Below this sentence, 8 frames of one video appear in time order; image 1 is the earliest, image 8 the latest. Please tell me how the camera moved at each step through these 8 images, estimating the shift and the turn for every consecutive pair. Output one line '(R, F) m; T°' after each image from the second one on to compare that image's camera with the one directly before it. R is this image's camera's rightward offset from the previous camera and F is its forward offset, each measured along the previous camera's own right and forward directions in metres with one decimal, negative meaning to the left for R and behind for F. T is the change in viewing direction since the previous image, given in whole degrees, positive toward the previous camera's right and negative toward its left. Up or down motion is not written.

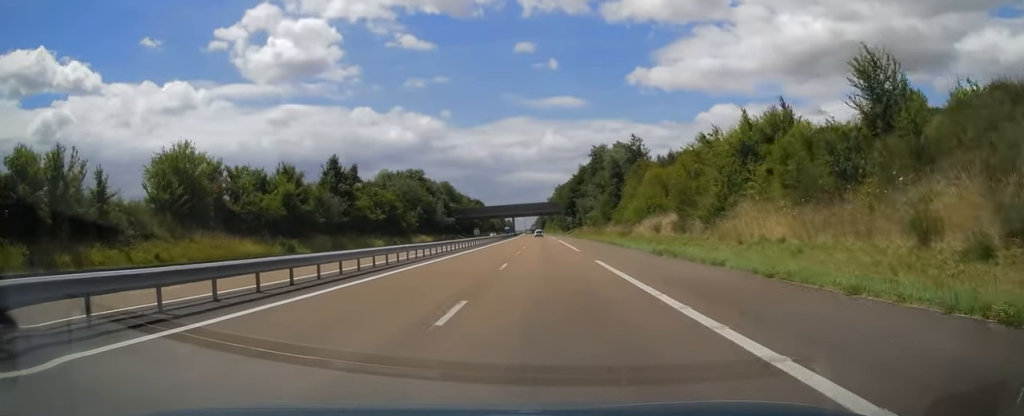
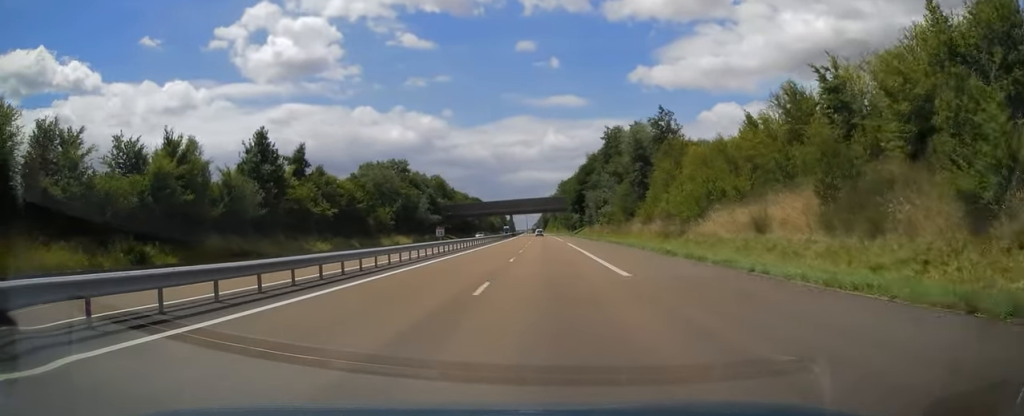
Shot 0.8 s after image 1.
(-0.1, +22.1) m; 0°
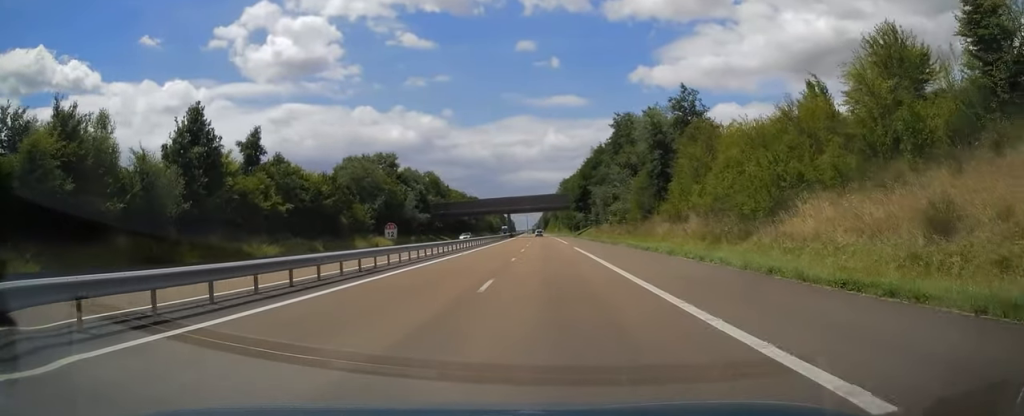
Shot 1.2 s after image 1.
(0.0, +12.3) m; 0°
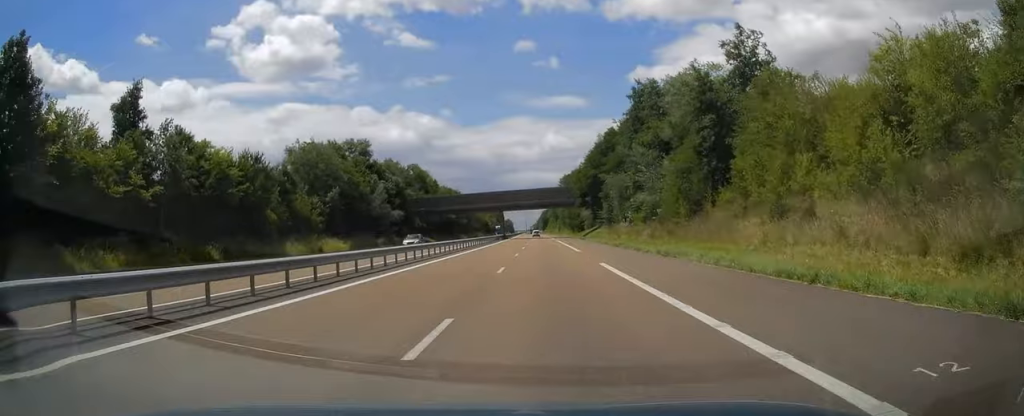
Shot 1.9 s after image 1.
(0.0, +20.1) m; 0°
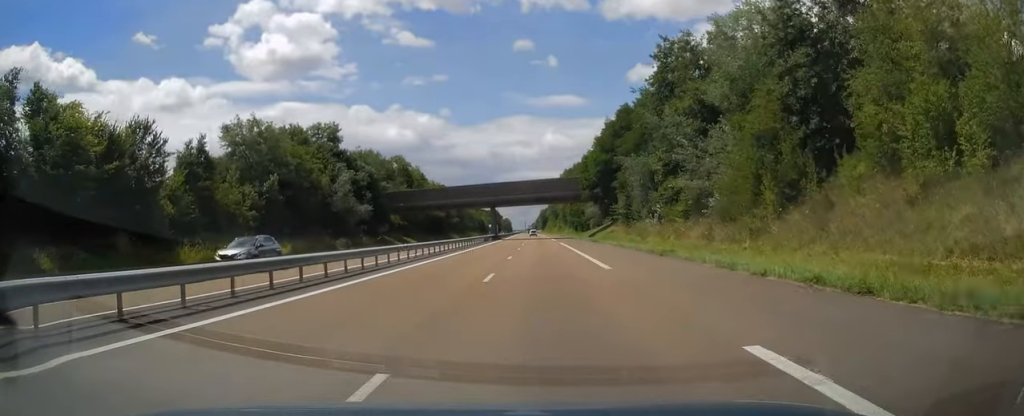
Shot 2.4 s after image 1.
(0.0, +16.7) m; 0°
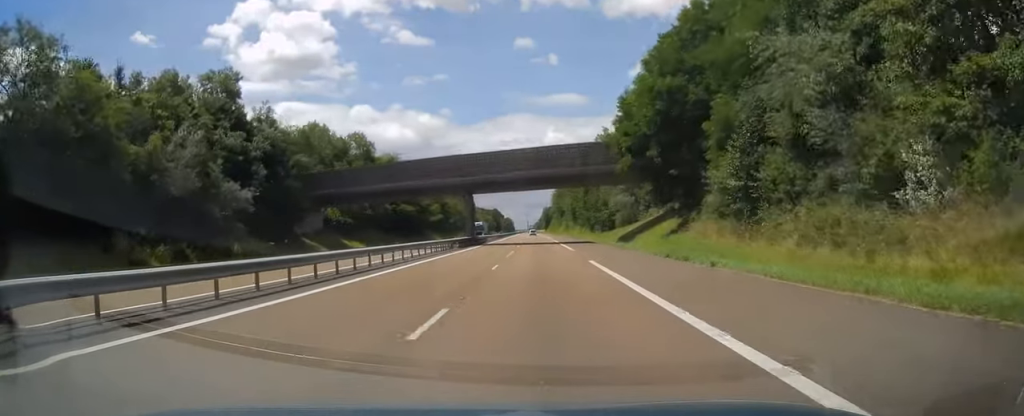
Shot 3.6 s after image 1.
(+0.2, +34.3) m; 0°
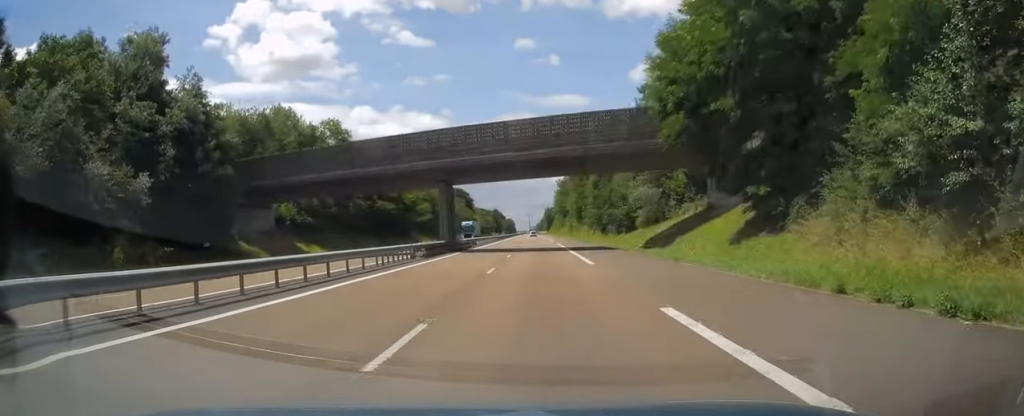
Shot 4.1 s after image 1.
(-0.1, +14.7) m; 0°
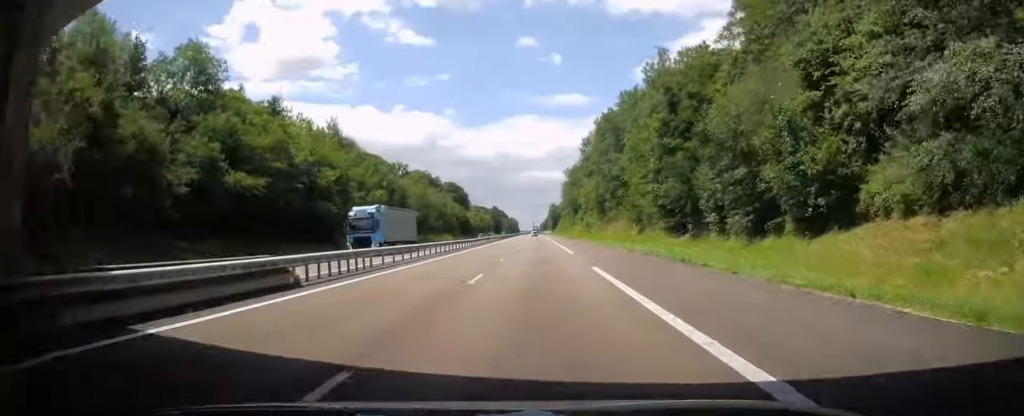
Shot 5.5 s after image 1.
(-0.2, +42.2) m; 0°
